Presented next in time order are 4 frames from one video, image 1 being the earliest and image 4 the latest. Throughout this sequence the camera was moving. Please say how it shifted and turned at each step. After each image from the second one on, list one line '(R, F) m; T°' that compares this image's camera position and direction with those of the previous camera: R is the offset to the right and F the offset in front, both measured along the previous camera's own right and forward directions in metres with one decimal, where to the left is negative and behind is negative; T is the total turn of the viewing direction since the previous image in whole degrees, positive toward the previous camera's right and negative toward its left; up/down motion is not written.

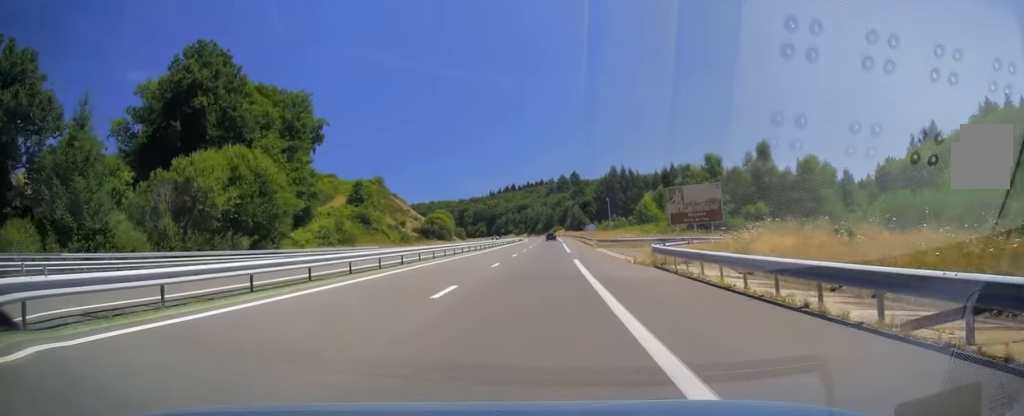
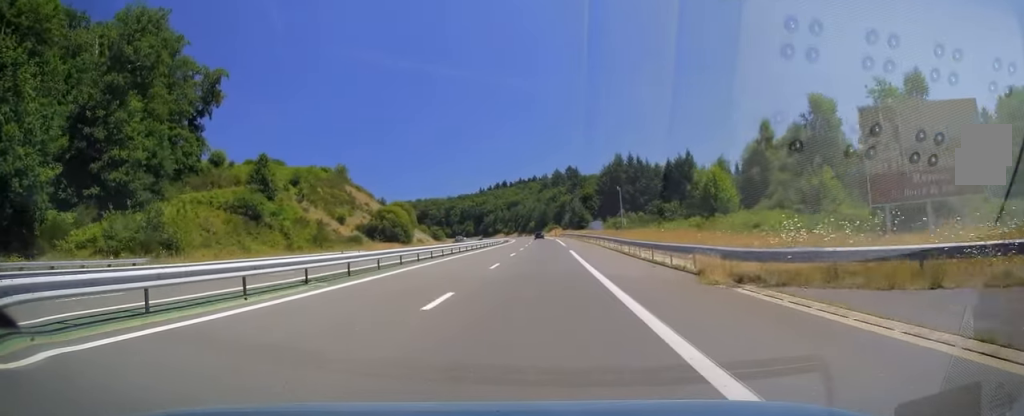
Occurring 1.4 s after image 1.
(+0.1, +40.9) m; 0°
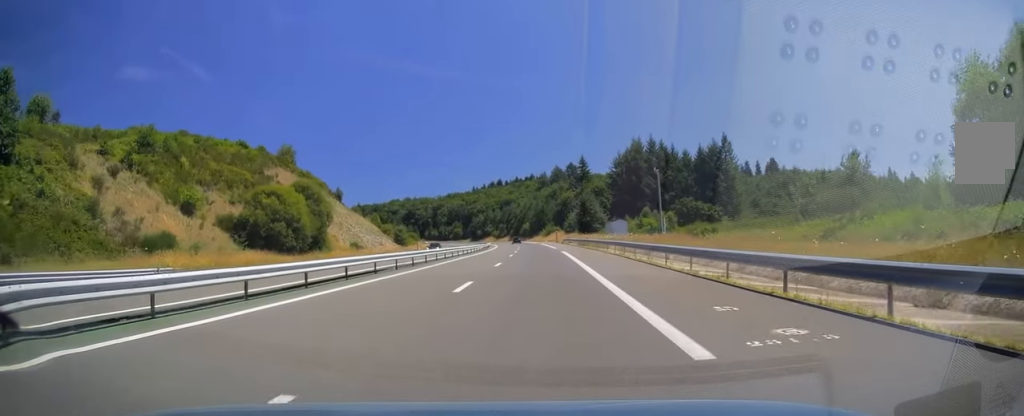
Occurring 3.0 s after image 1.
(+0.4, +48.1) m; +1°
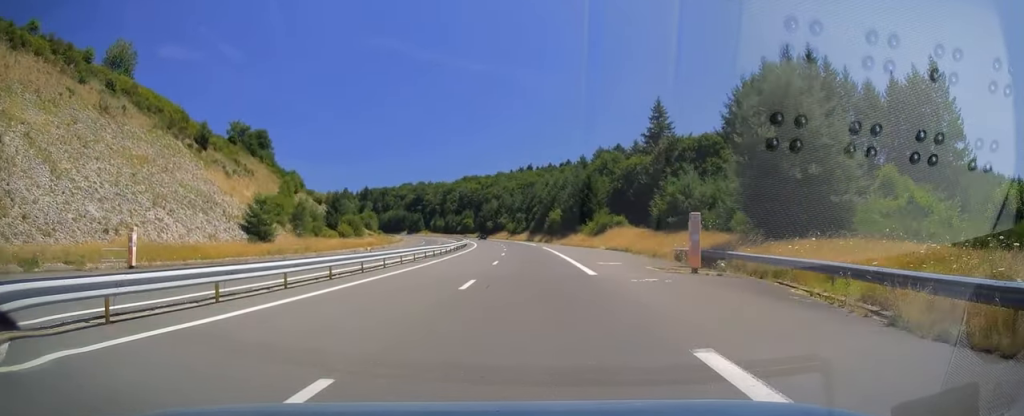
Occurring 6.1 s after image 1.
(-2.5, +90.3) m; -4°
